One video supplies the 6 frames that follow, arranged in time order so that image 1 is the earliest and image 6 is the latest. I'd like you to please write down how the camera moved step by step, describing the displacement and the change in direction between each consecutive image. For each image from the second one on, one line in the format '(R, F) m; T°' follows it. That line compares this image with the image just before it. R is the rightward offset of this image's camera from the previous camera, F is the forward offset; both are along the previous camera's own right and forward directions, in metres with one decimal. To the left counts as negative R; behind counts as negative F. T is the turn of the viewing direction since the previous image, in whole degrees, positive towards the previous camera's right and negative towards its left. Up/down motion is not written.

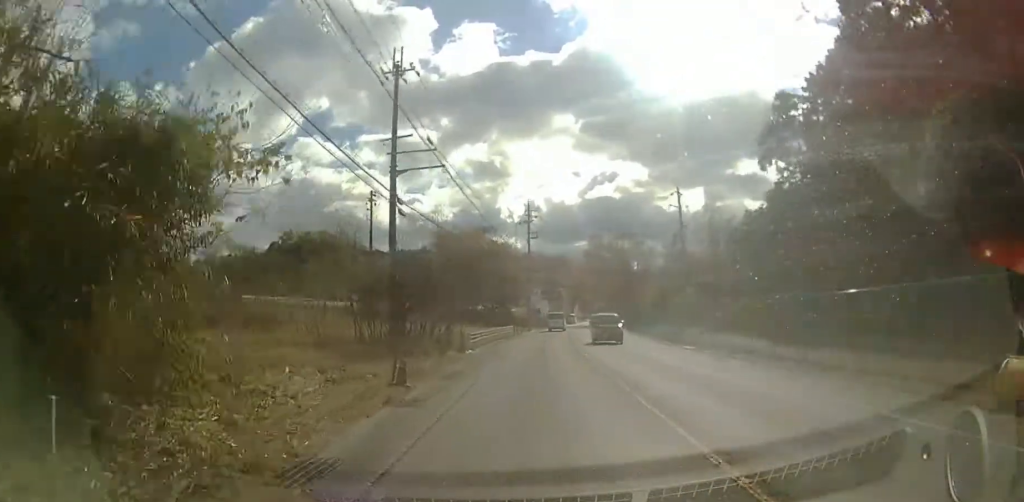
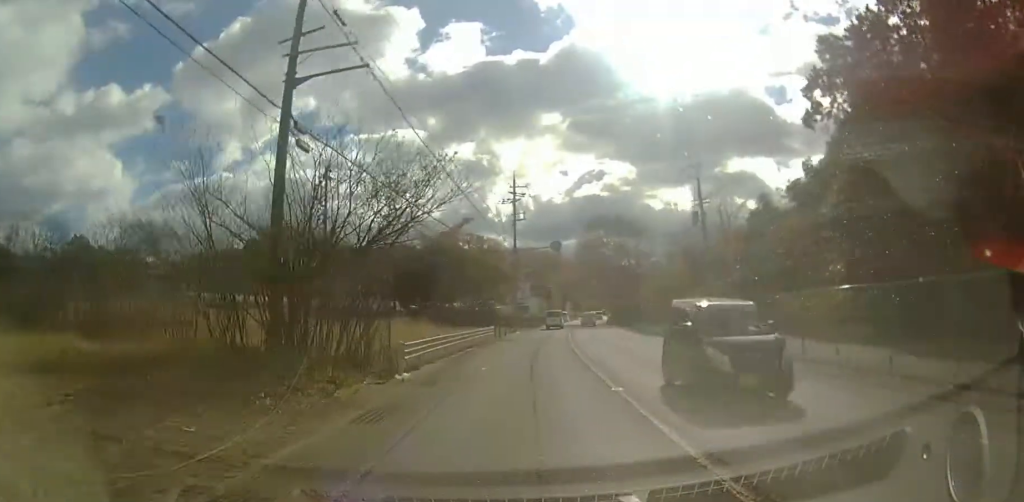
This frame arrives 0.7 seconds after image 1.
(+0.1, +9.4) m; +2°
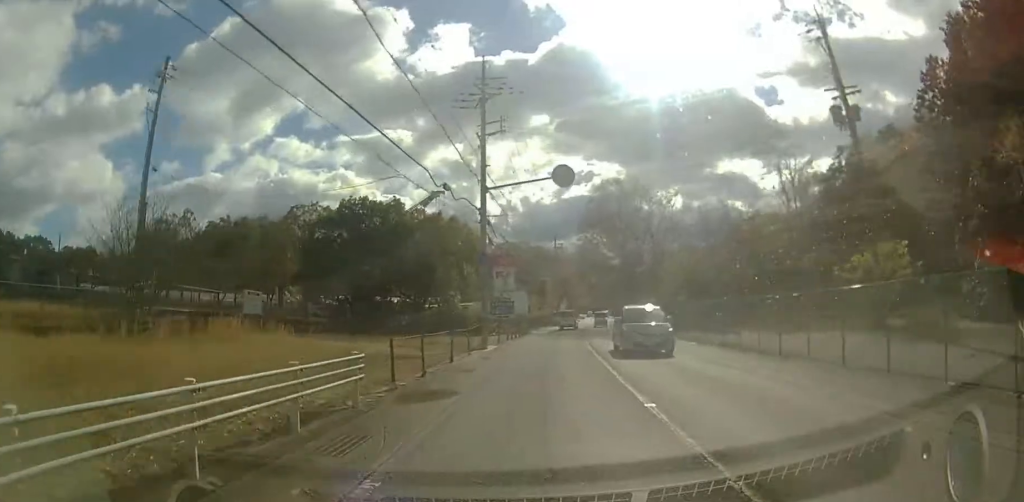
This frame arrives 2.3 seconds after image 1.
(+0.7, +22.0) m; +2°
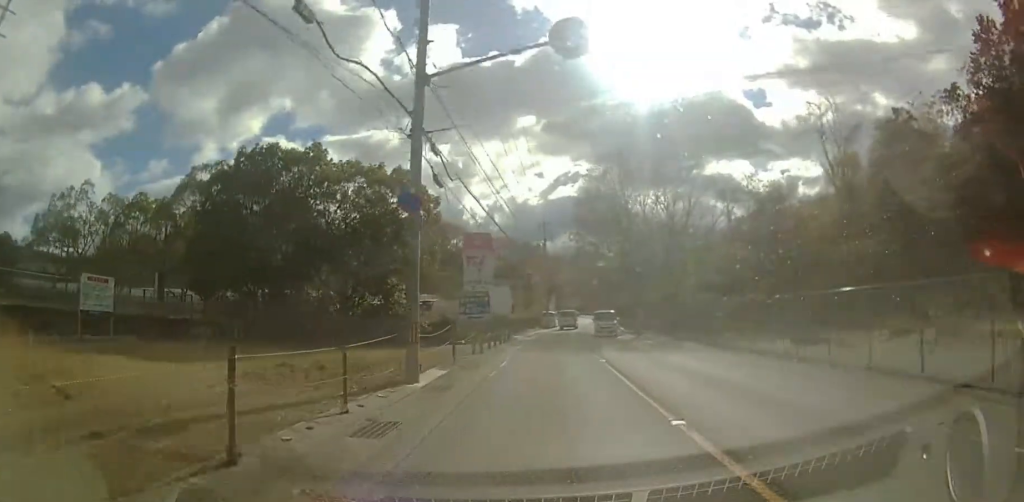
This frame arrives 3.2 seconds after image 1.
(0.0, +11.5) m; +1°
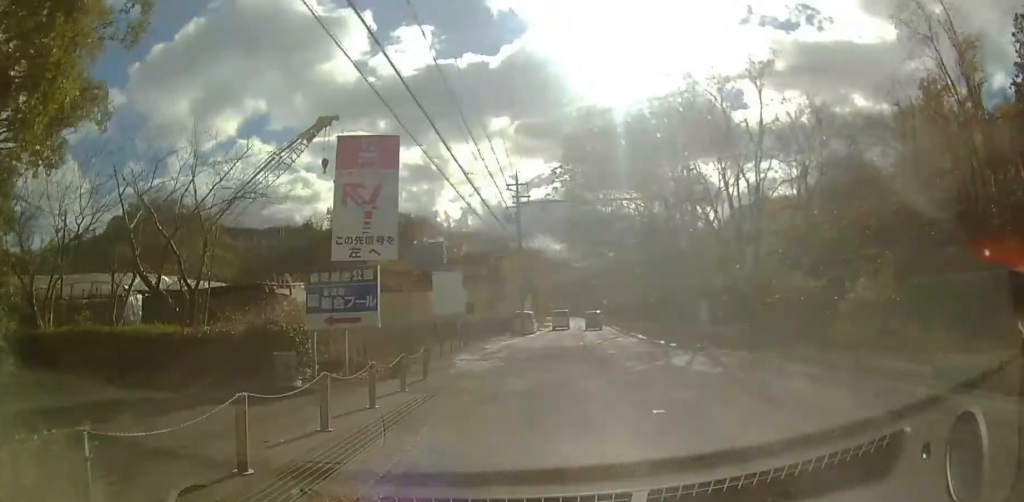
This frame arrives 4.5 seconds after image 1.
(+0.4, +18.1) m; +2°
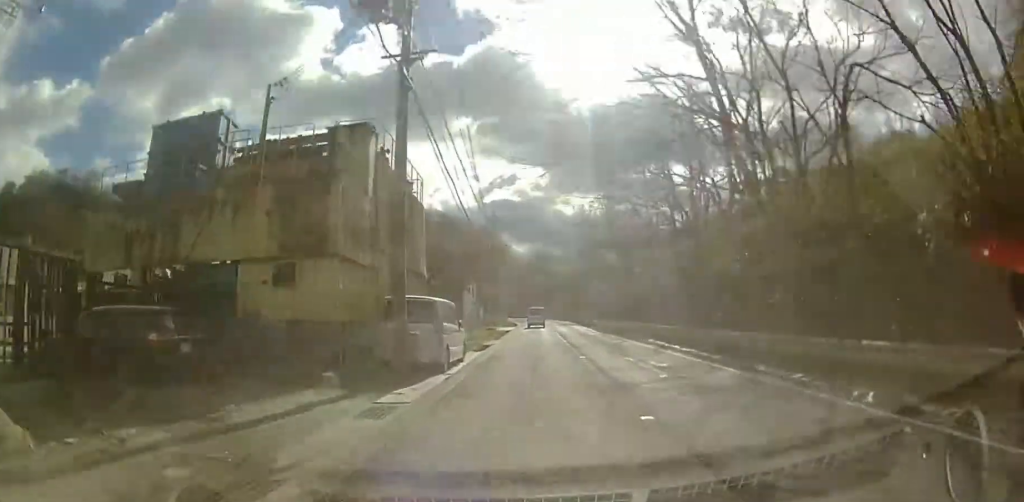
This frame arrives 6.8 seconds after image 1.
(+1.0, +31.3) m; +1°
